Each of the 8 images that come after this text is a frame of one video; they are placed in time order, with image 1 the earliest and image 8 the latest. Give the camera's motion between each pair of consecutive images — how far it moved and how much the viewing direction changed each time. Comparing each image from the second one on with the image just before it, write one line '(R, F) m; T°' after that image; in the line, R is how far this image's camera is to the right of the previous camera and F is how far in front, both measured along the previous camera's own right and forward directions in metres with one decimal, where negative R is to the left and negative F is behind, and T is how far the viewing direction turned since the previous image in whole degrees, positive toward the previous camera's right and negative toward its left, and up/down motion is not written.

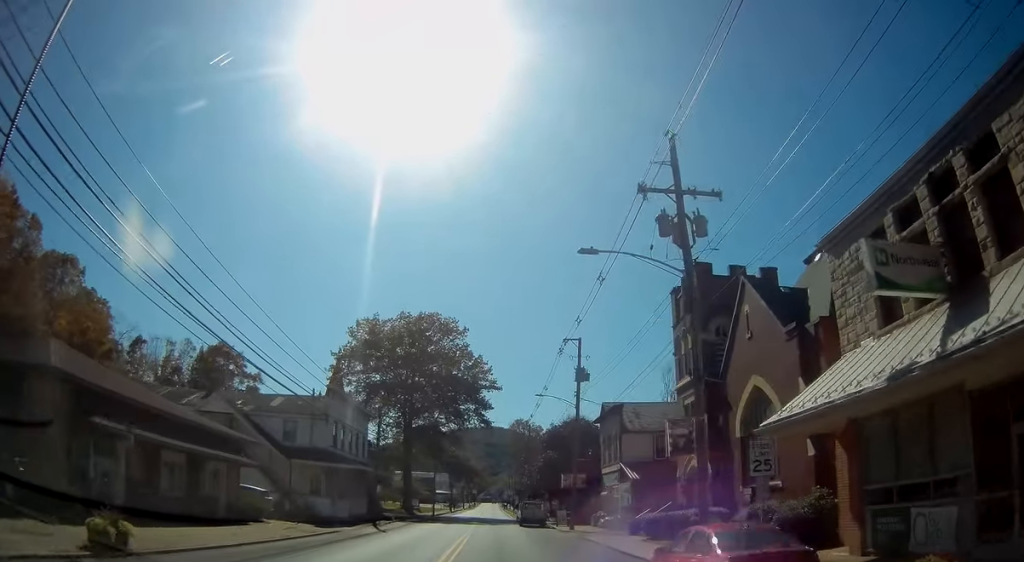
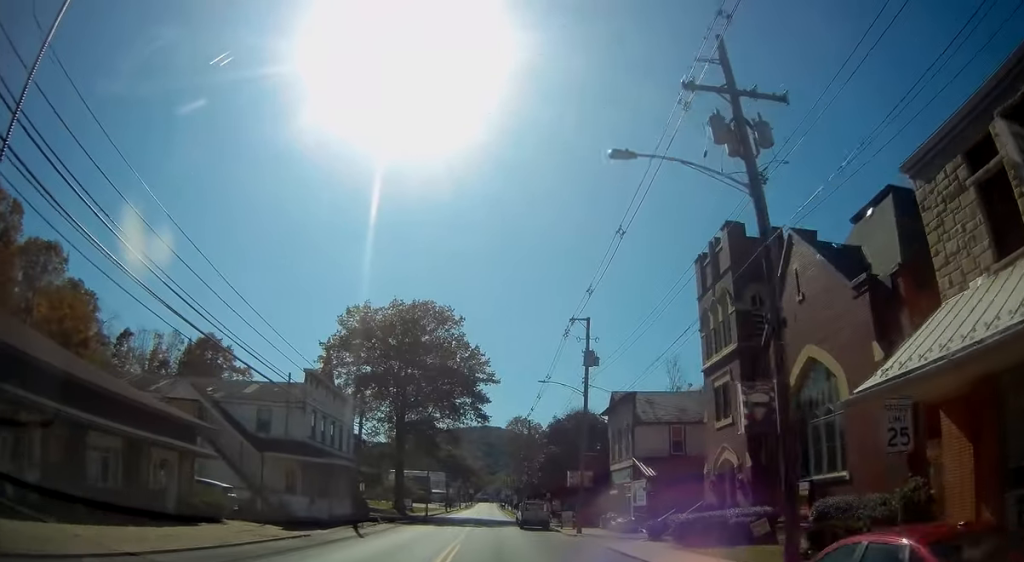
(+0.1, +4.7) m; -1°
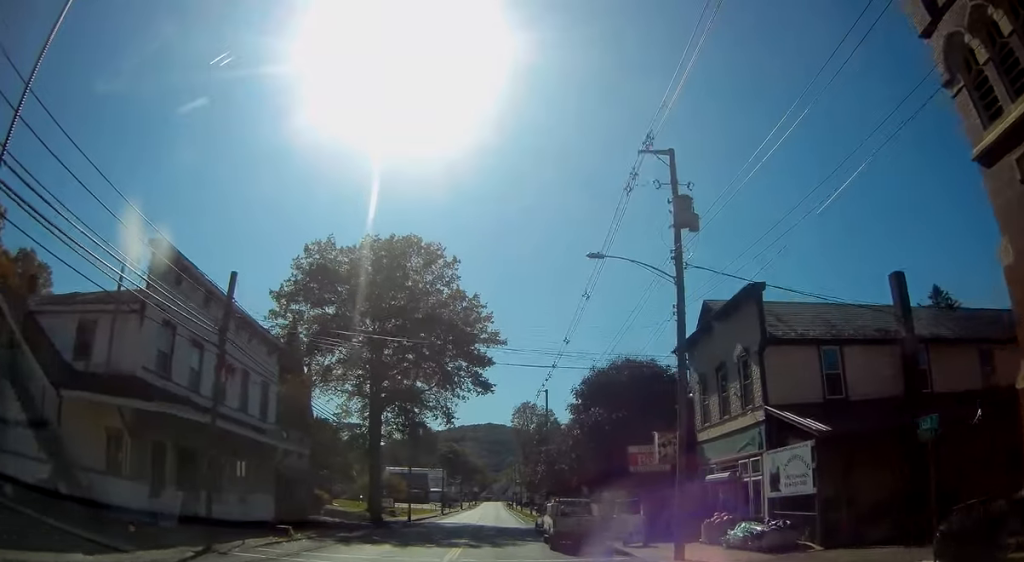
(-0.2, +18.8) m; 0°
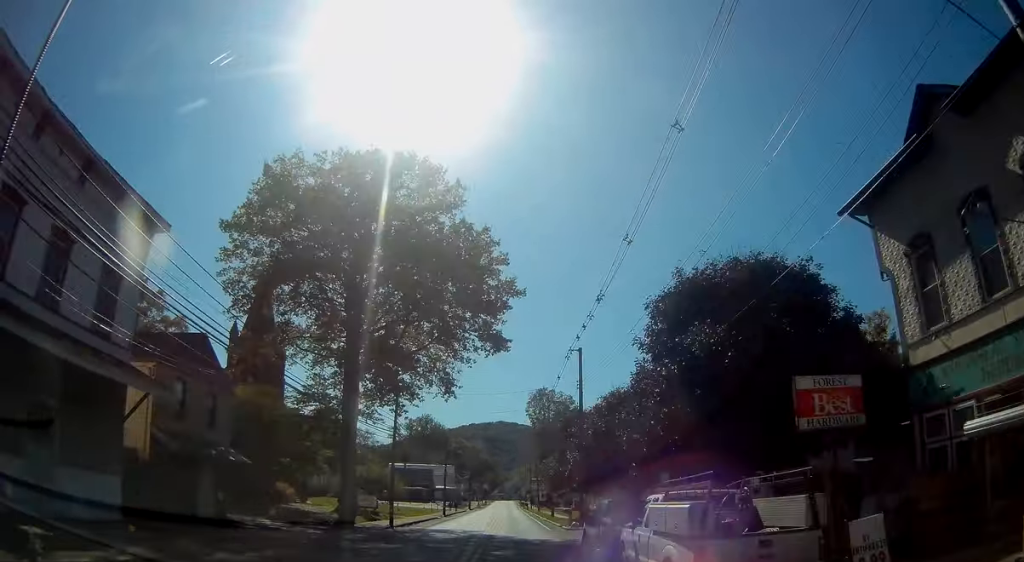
(-0.1, +14.5) m; 0°
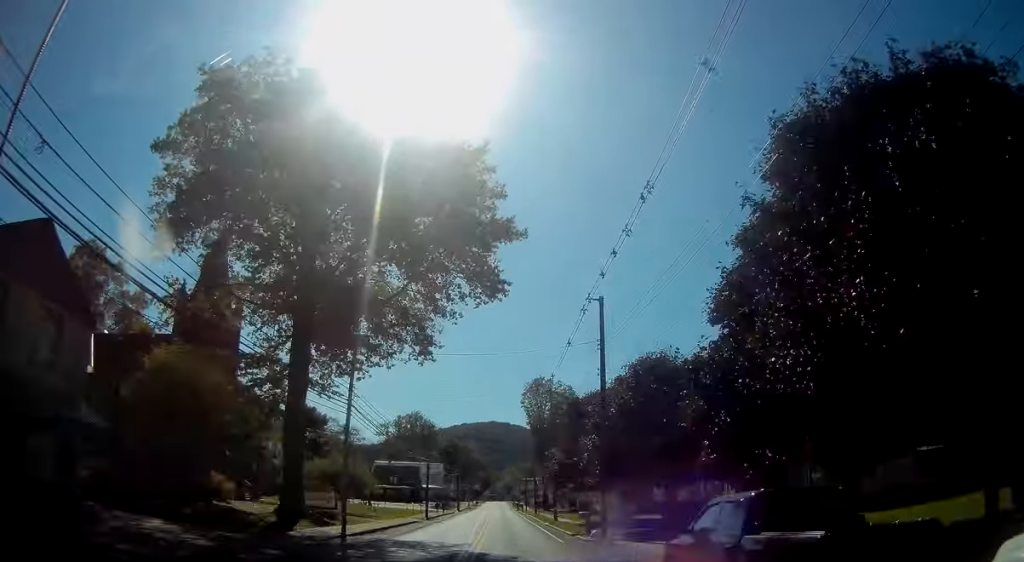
(+0.1, +10.6) m; 0°
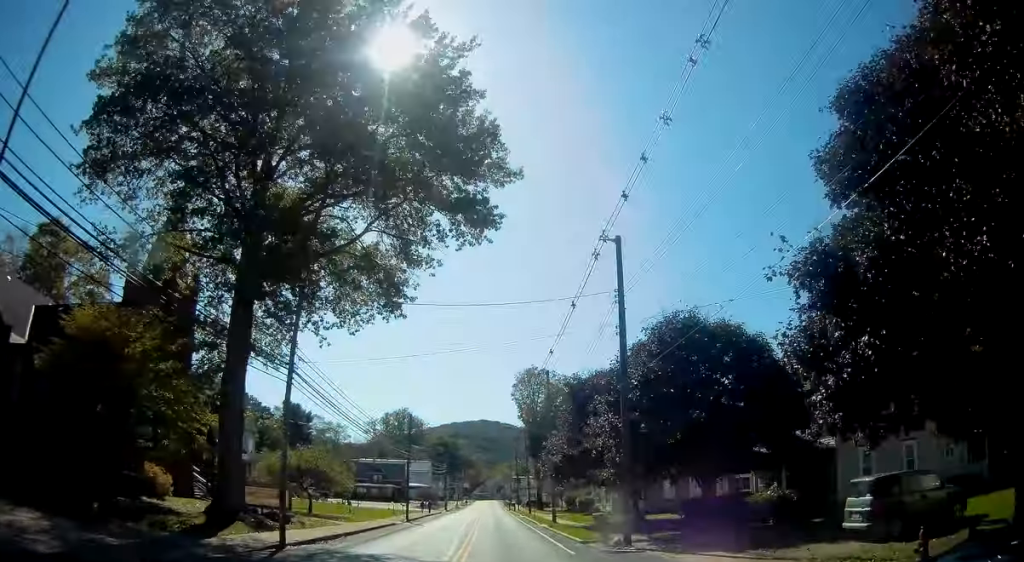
(0.0, +7.1) m; 0°
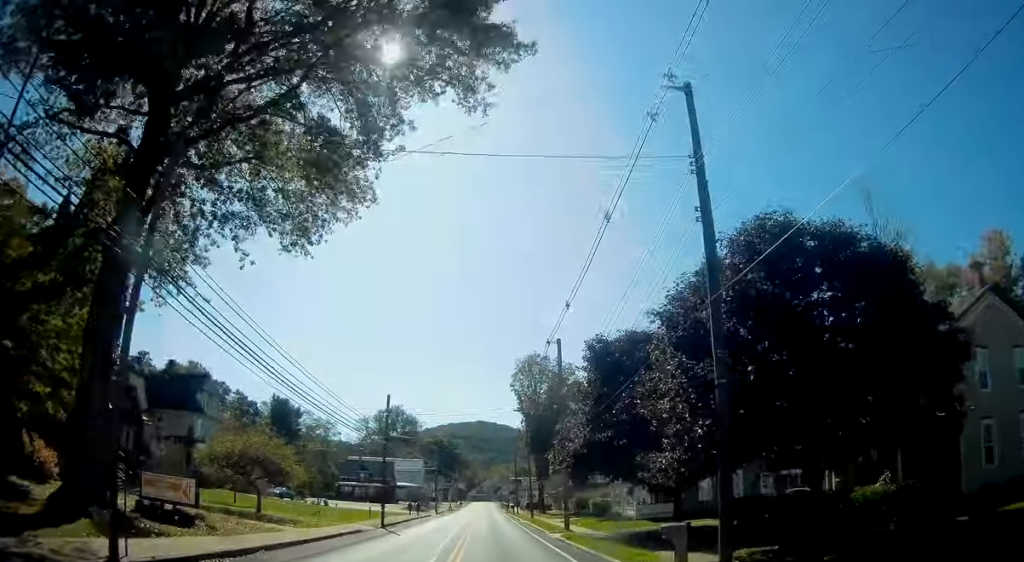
(-0.2, +9.9) m; 0°
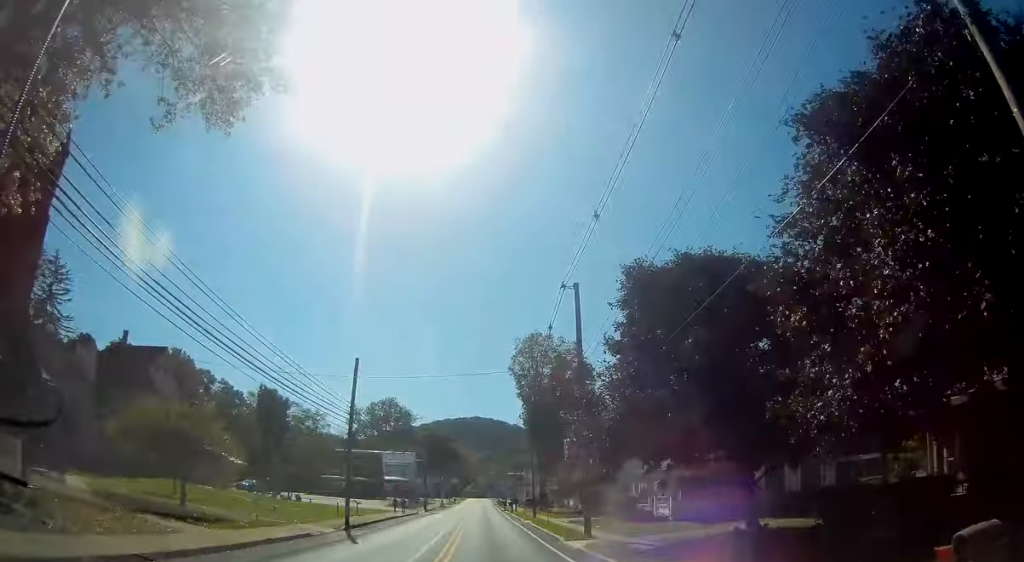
(+0.2, +9.3) m; +1°
